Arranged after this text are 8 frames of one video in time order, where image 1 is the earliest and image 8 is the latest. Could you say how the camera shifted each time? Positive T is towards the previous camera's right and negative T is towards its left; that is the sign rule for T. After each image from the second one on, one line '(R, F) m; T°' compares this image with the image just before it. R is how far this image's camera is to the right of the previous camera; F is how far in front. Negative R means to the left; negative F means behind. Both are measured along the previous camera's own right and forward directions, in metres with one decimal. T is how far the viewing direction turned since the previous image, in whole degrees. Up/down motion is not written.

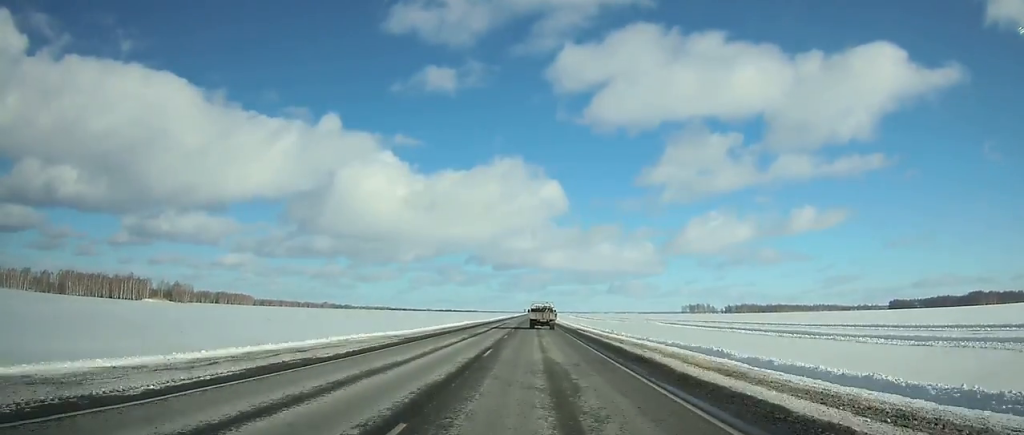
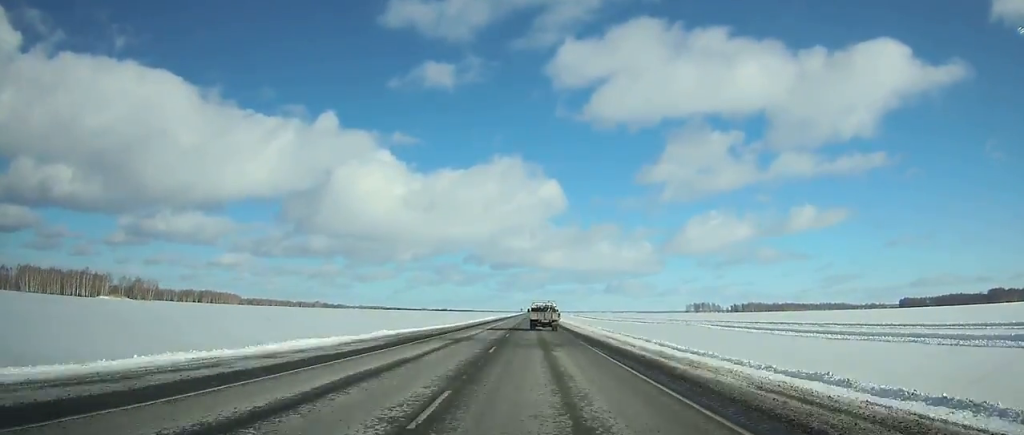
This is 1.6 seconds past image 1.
(+0.1, +46.4) m; 0°
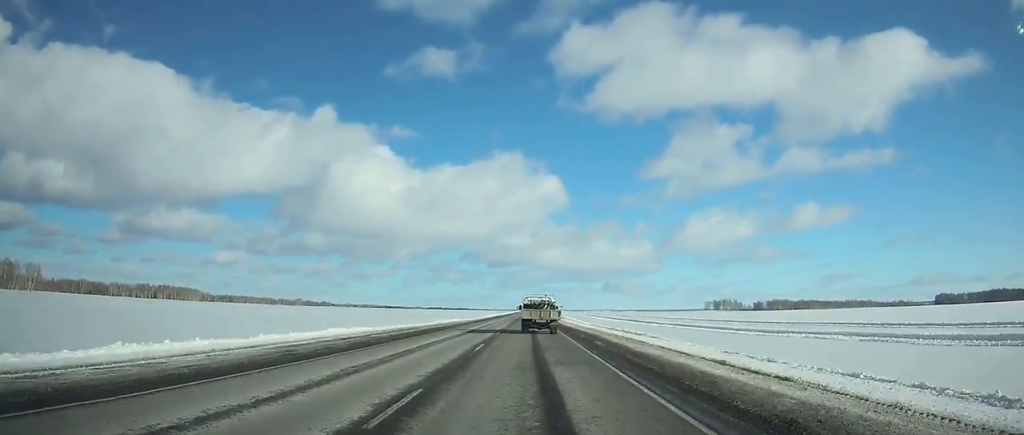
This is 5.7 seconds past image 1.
(+0.1, +118.1) m; 0°
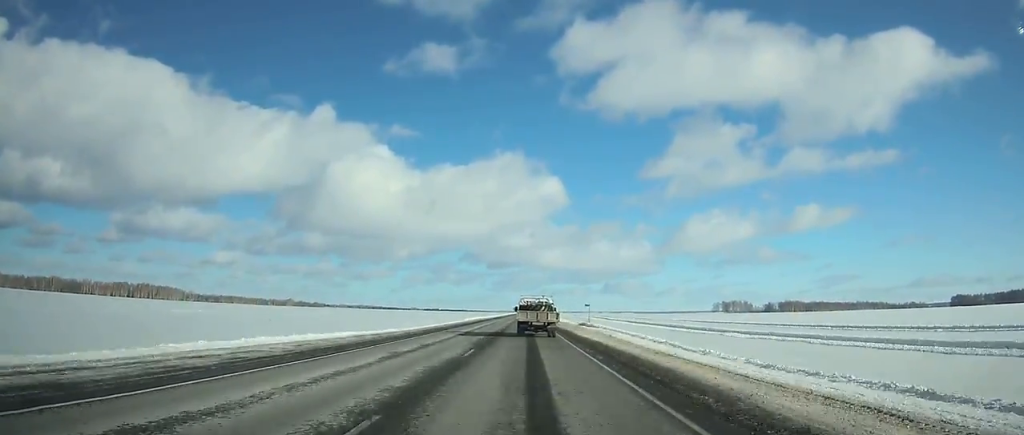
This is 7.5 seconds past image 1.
(-0.1, +51.3) m; 0°
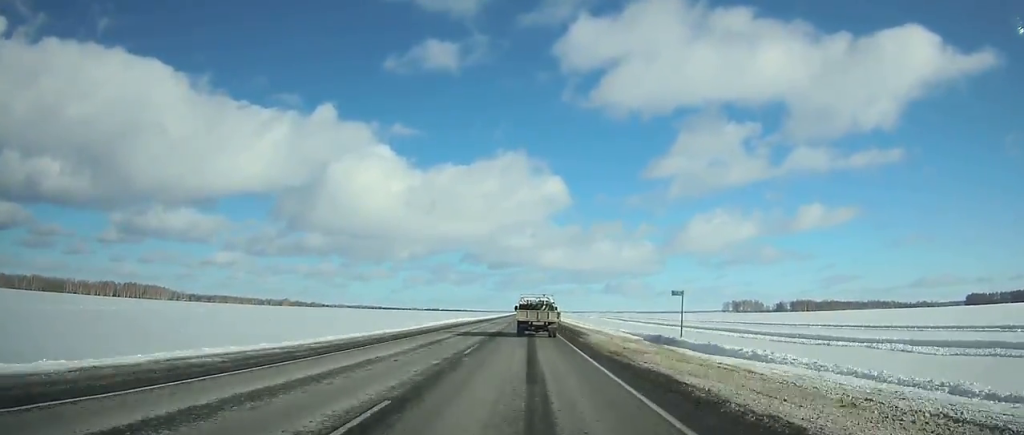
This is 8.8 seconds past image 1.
(0.0, +36.8) m; 0°
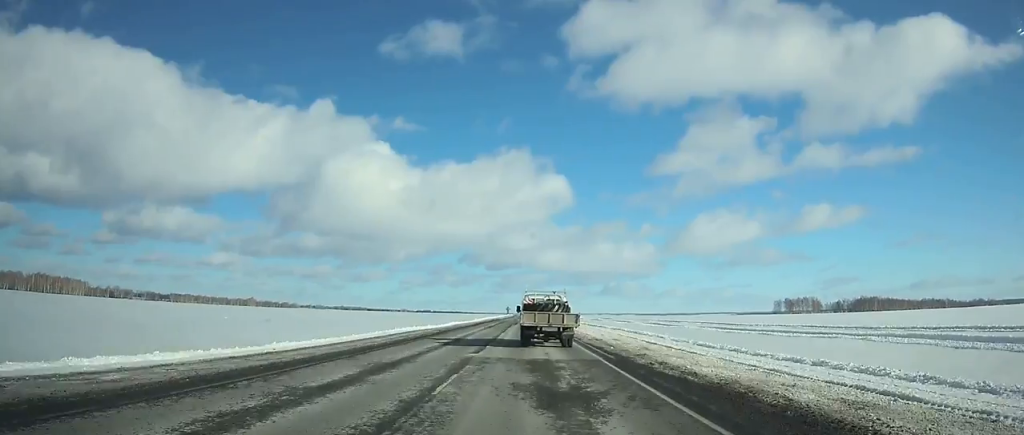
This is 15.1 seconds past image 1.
(-0.2, +177.2) m; 0°
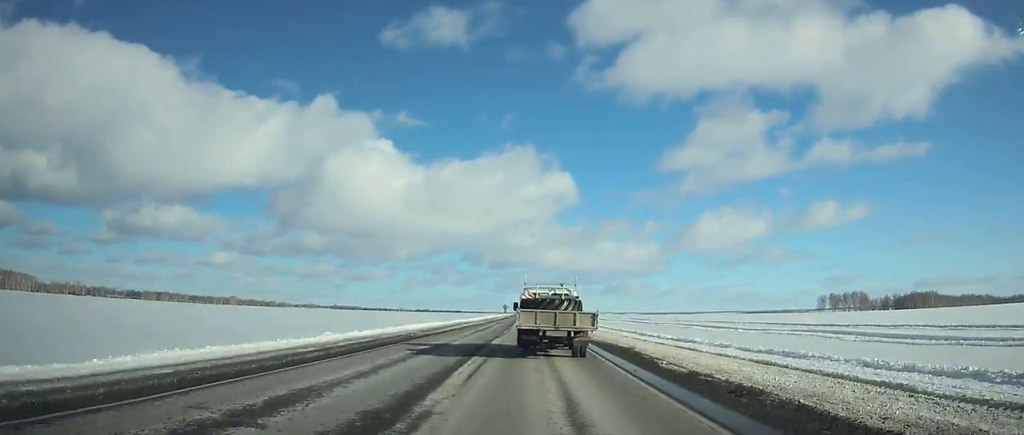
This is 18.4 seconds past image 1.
(+0.1, +90.8) m; 0°
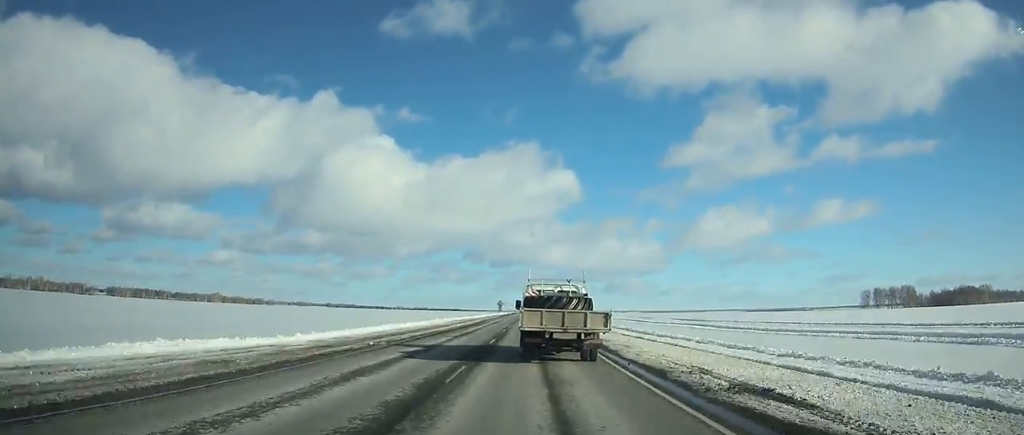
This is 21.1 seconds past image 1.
(0.0, +72.1) m; 0°
